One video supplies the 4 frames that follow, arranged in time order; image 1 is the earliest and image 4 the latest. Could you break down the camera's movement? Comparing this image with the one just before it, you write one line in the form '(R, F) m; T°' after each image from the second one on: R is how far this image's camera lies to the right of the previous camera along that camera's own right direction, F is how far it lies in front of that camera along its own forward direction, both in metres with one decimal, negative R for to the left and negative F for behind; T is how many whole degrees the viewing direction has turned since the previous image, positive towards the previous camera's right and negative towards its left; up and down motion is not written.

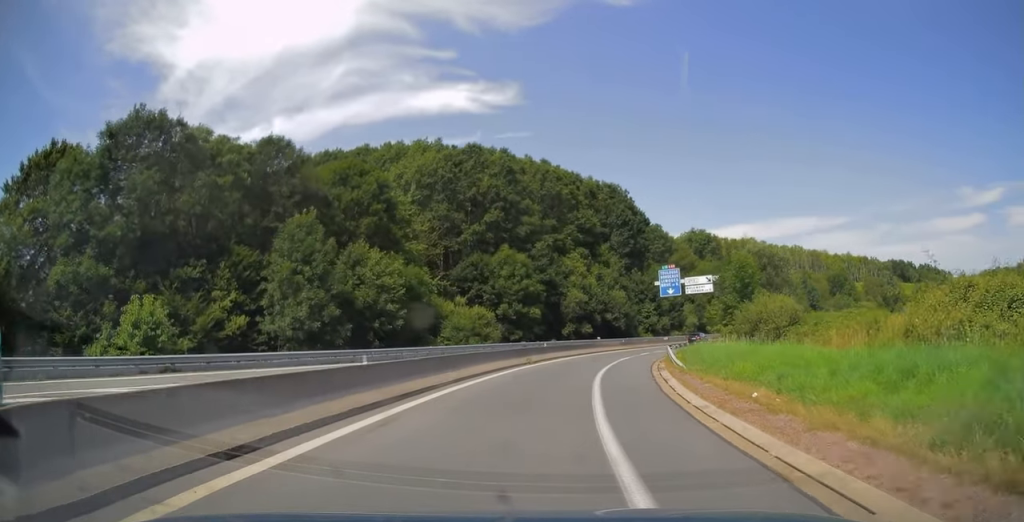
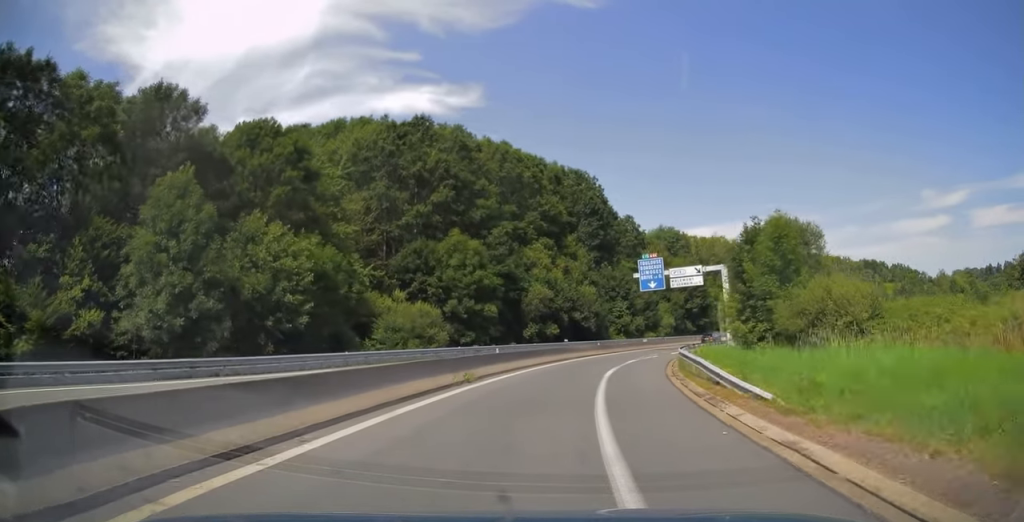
(+0.3, +11.6) m; +5°
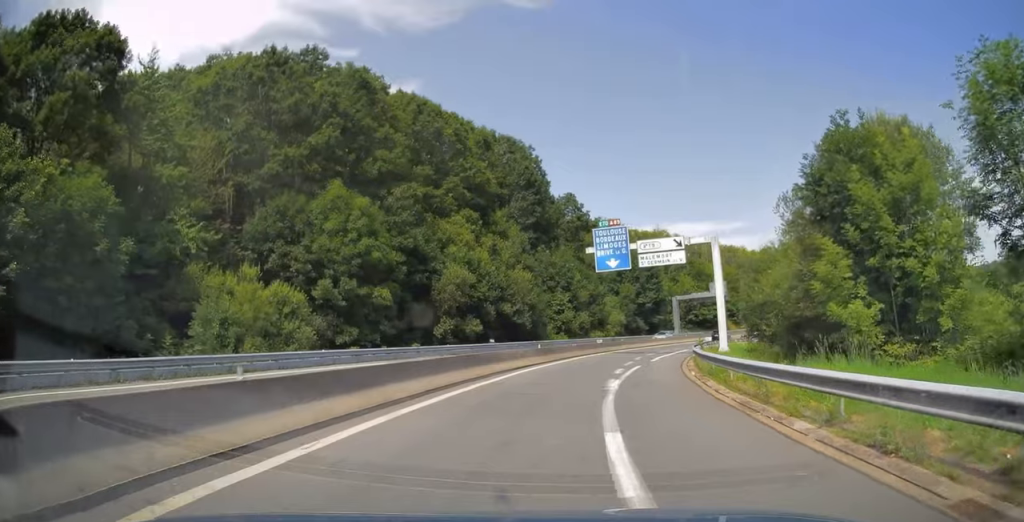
(+1.3, +17.5) m; +7°
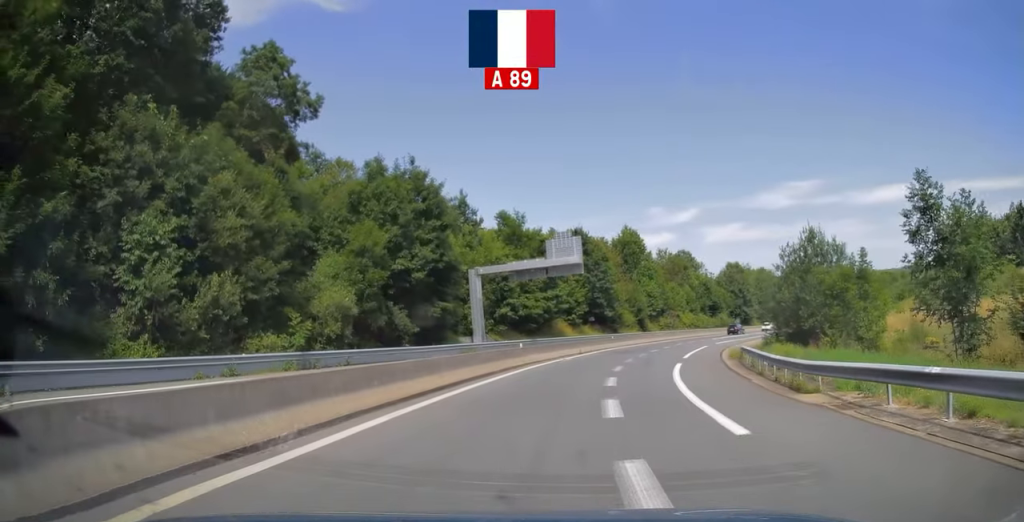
(+9.3, +51.1) m; +21°
